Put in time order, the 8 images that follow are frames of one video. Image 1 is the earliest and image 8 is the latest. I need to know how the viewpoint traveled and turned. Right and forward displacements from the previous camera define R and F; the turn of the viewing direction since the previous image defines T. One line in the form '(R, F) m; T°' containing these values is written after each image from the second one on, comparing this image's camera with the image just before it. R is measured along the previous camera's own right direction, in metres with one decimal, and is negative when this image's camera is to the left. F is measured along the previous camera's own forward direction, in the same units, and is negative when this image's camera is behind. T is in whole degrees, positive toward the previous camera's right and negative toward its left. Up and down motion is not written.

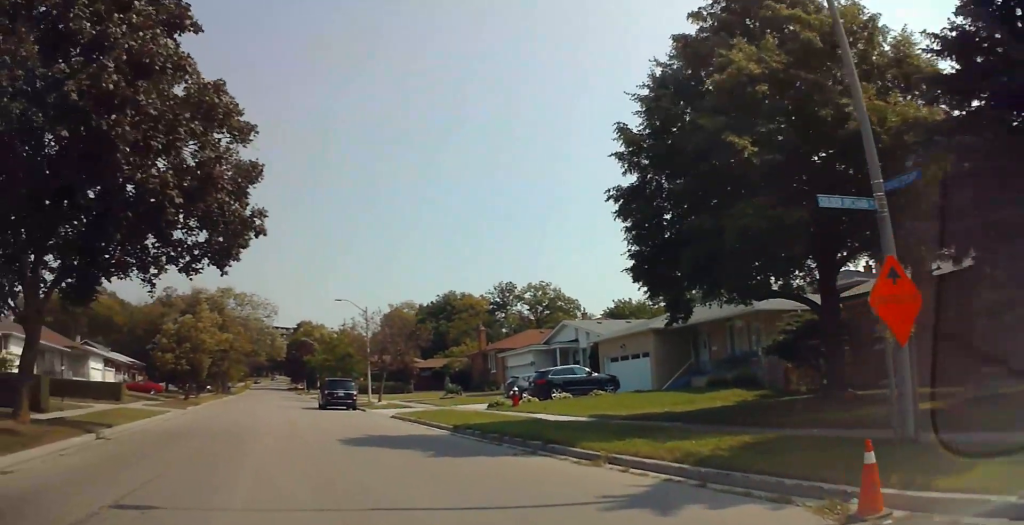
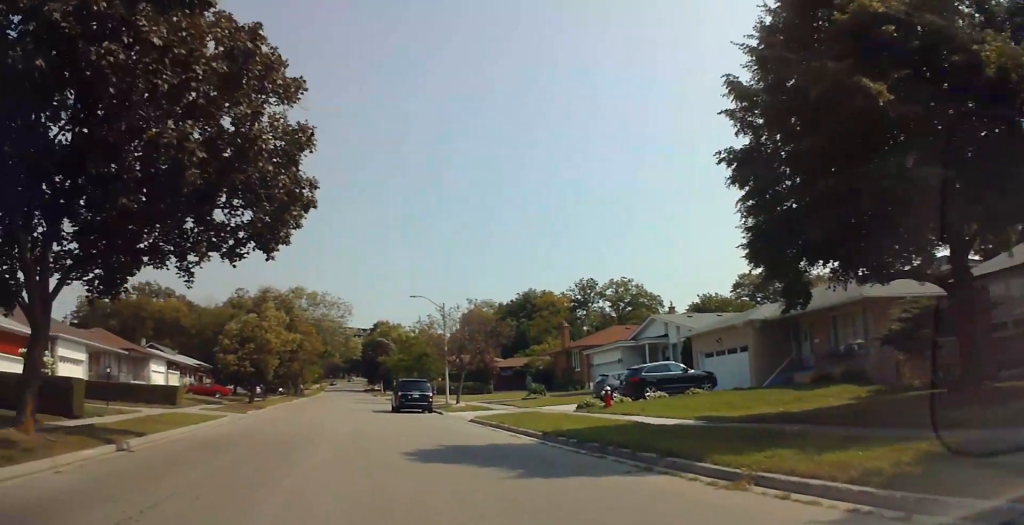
(-0.4, +2.7) m; -11°
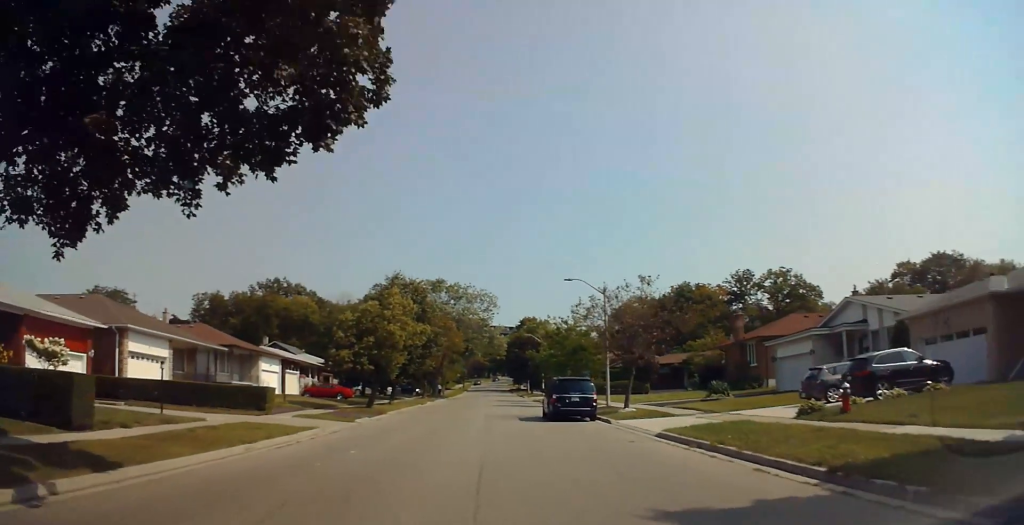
(-0.5, +7.9) m; -4°
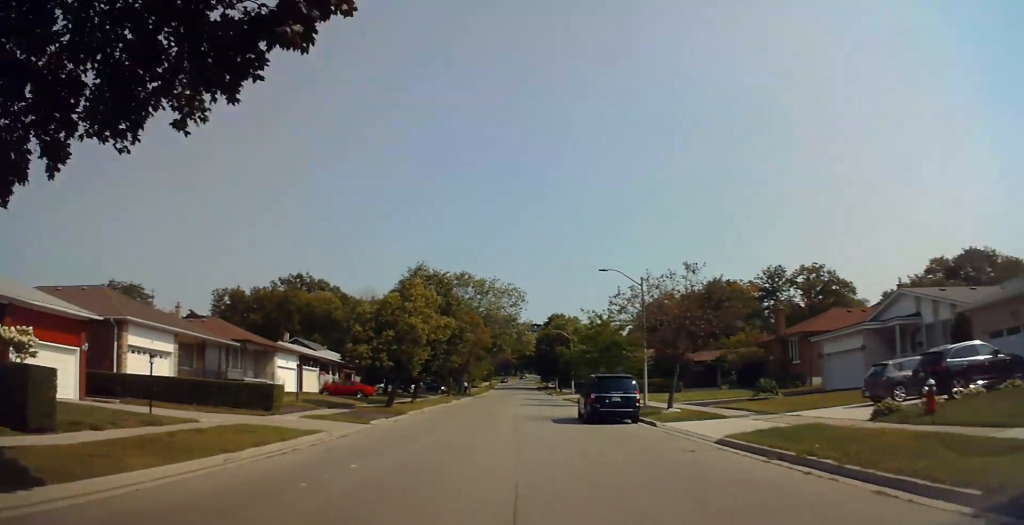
(+0.1, +2.8) m; 0°
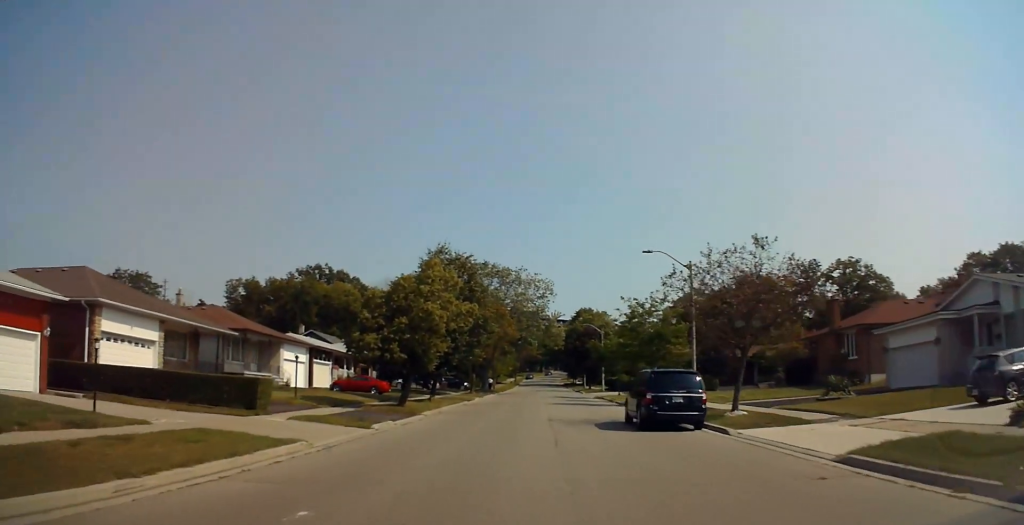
(-0.2, +4.7) m; 0°
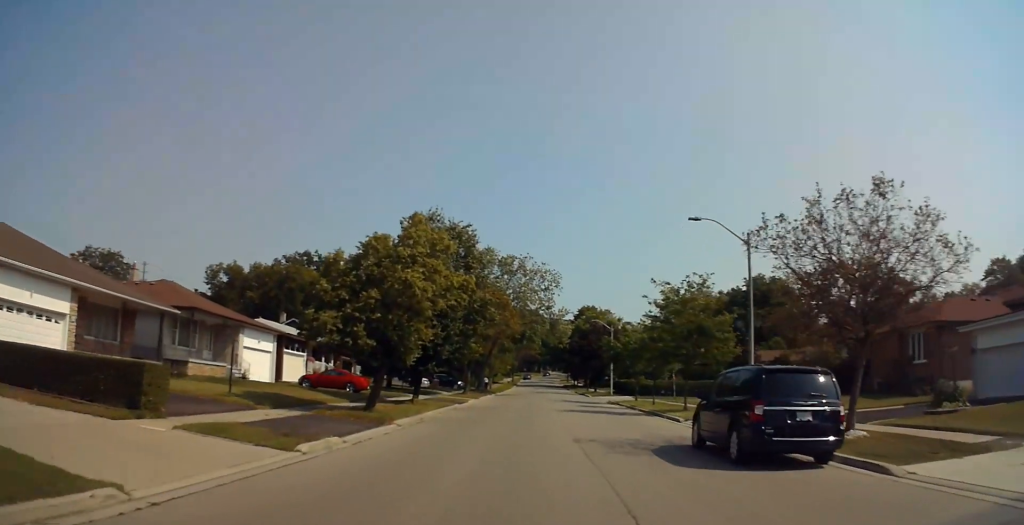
(+0.1, +7.7) m; +2°
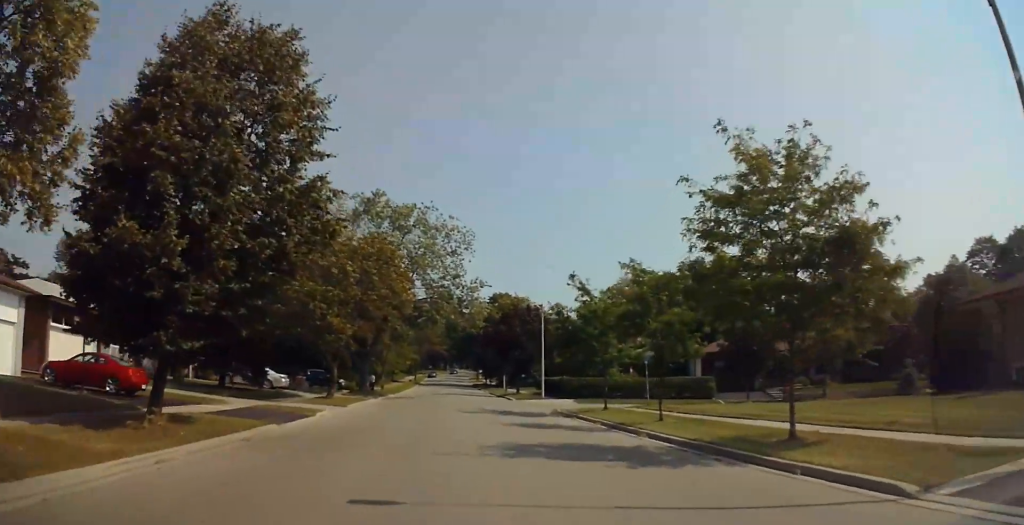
(+0.1, +19.2) m; +1°
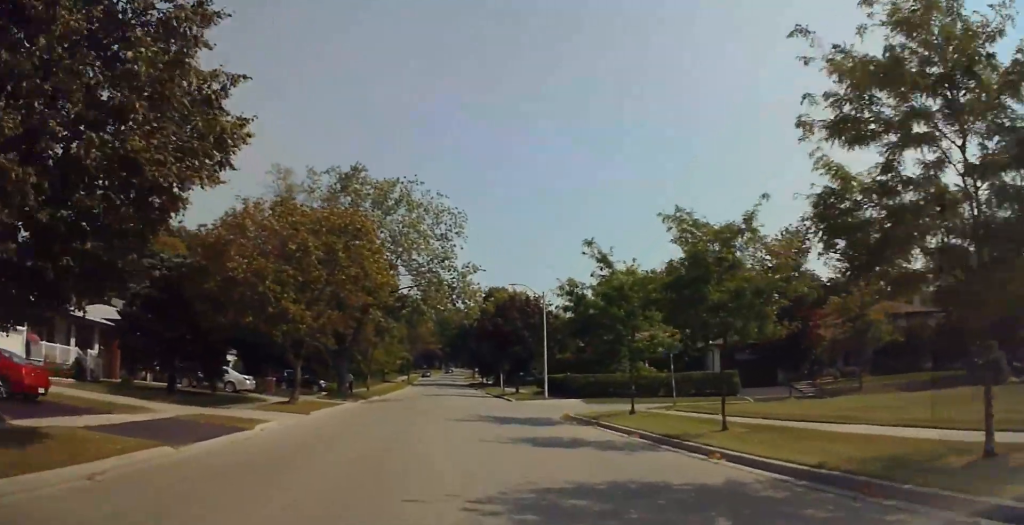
(+0.2, +6.2) m; -2°
